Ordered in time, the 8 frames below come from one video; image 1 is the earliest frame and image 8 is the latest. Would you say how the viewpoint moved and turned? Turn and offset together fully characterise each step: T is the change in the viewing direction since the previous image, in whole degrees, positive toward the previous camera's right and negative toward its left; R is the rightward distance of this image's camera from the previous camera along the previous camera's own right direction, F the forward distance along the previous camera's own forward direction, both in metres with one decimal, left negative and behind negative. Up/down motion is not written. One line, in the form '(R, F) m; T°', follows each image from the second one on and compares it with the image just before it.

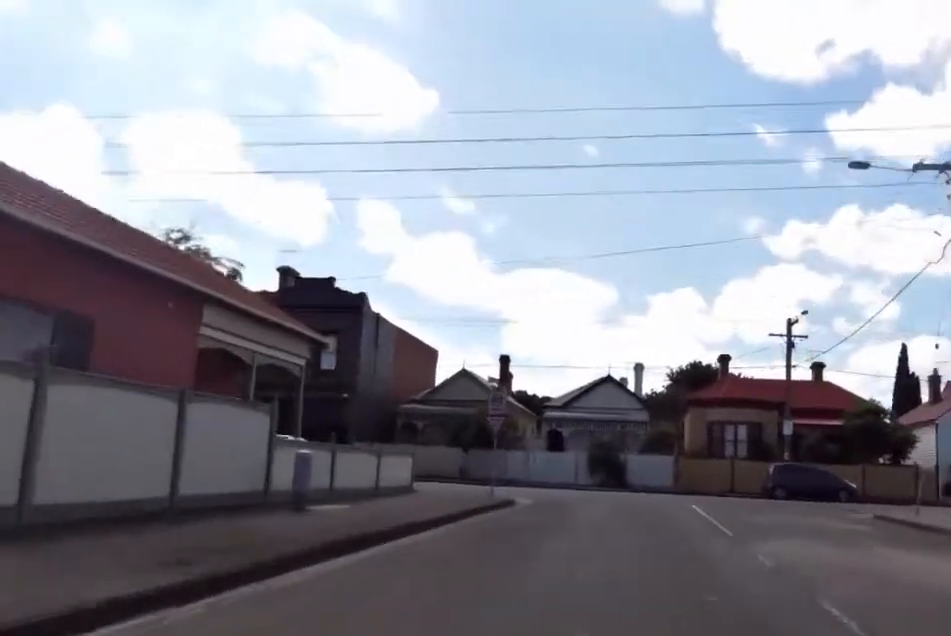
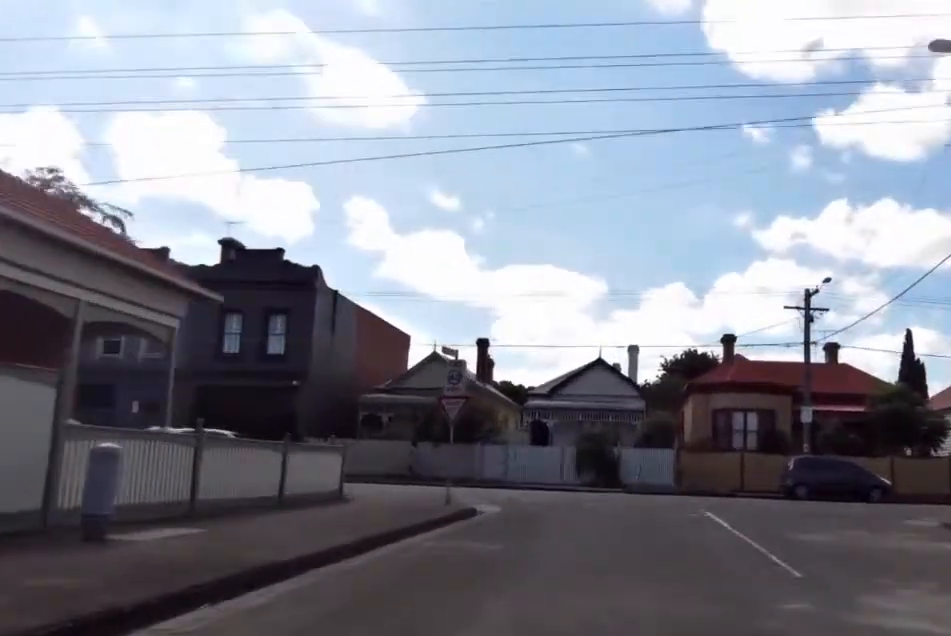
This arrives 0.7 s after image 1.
(-0.1, +4.5) m; -8°
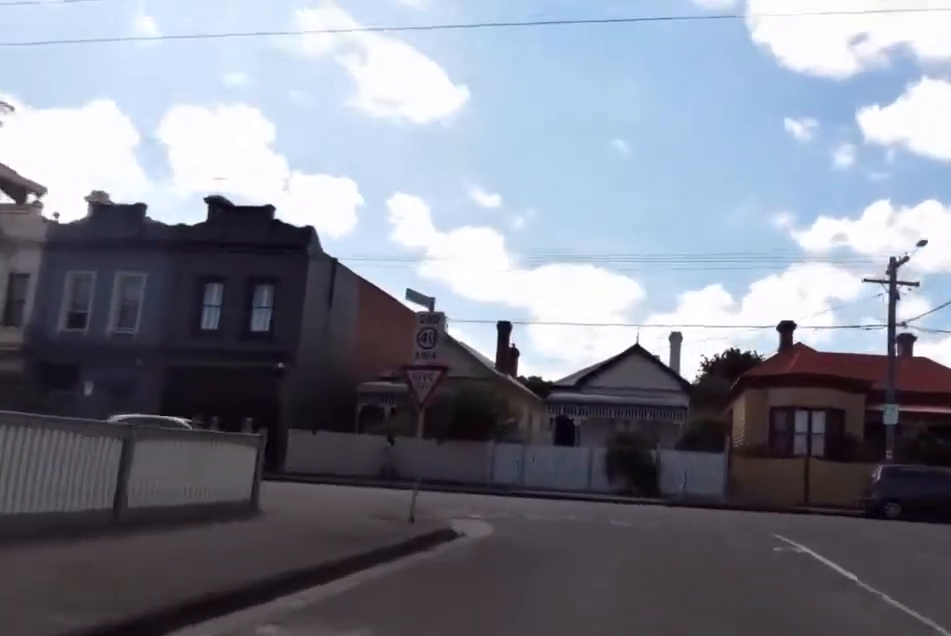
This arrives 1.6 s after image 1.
(-0.4, +4.9) m; -5°
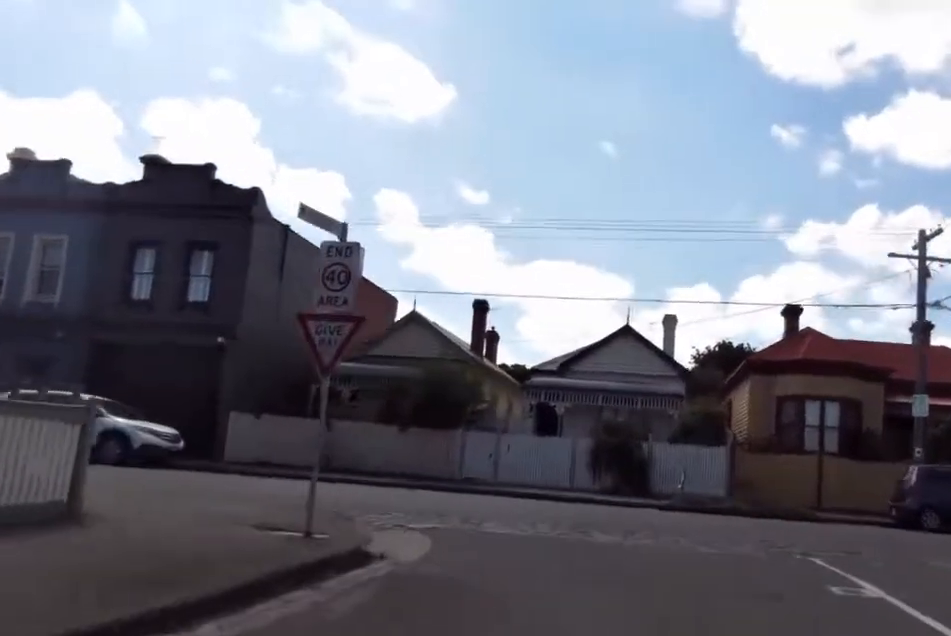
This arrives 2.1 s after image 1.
(-0.5, +3.1) m; -1°
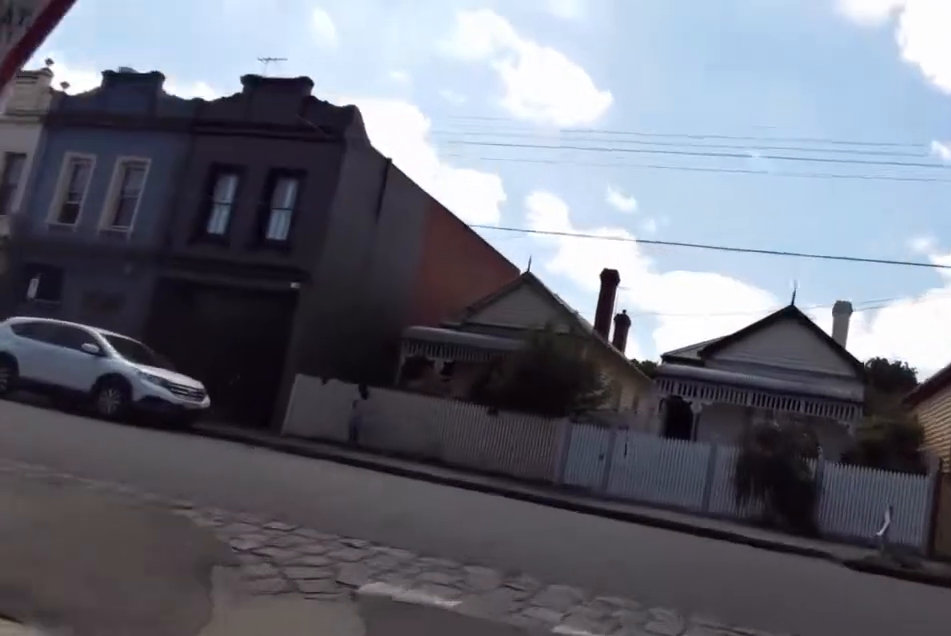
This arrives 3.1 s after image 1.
(+0.9, +5.4) m; -2°
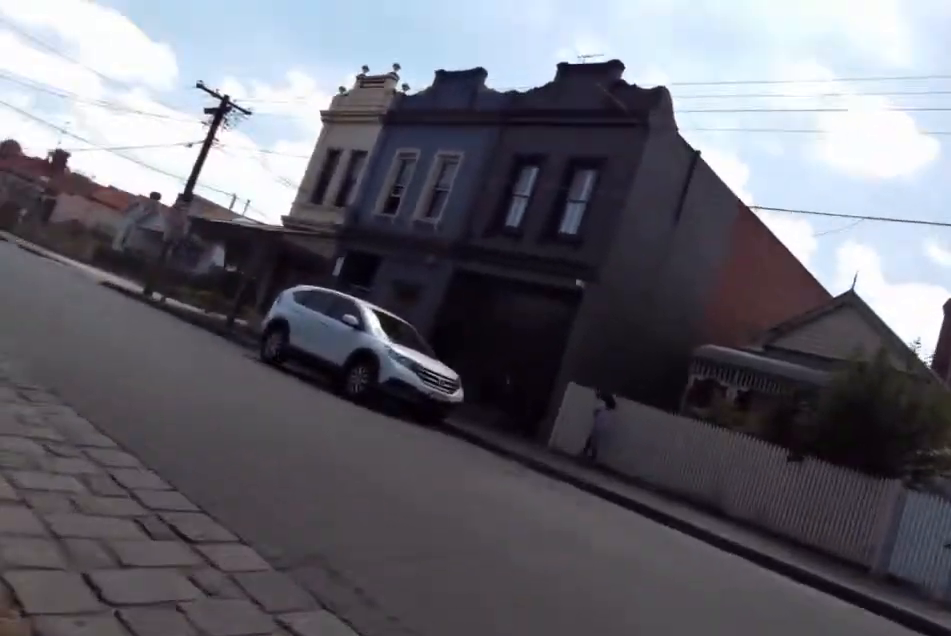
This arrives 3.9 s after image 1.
(-0.9, +3.5) m; -28°
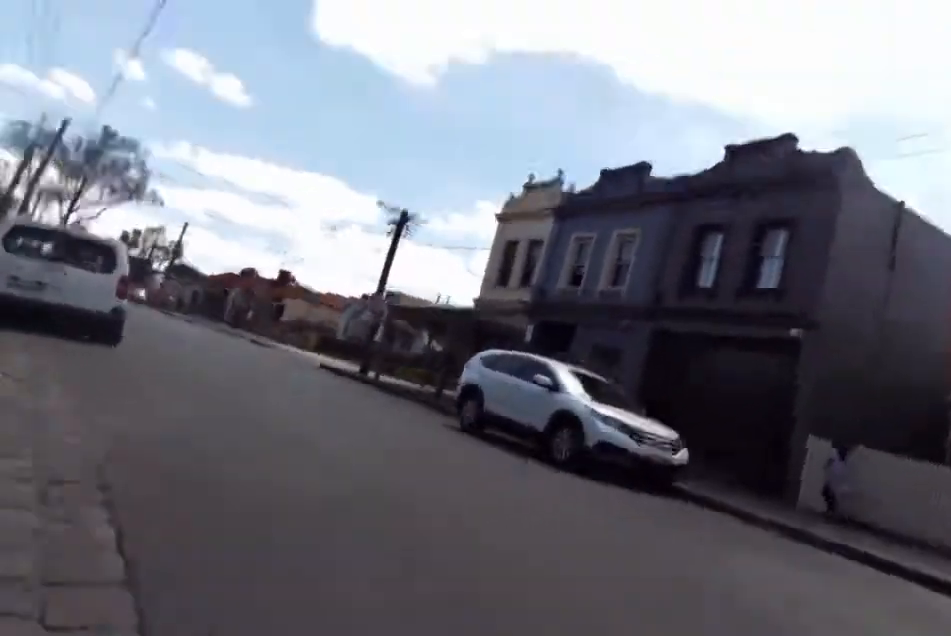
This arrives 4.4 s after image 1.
(-0.2, +1.6) m; -11°
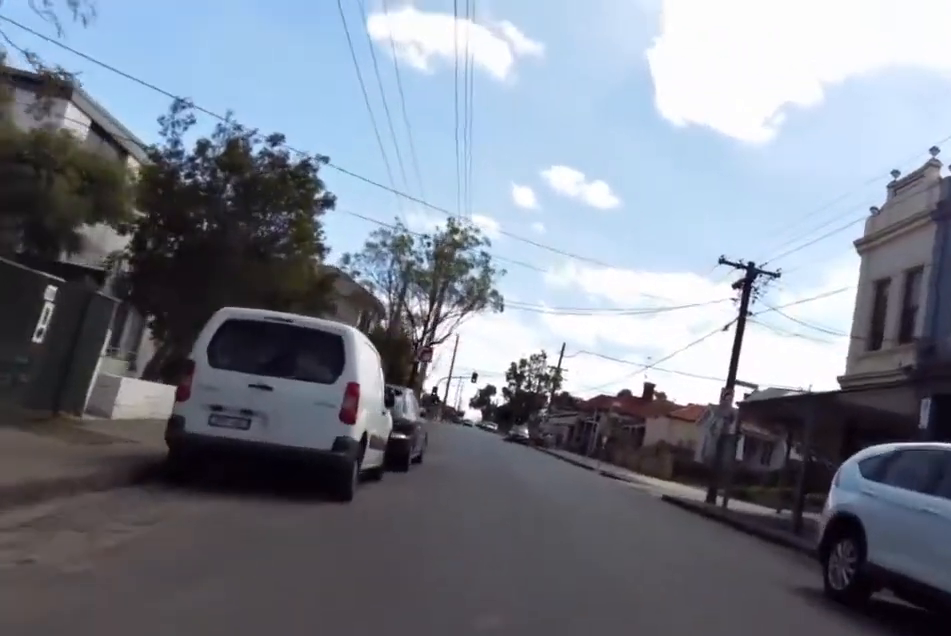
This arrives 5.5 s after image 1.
(-1.2, +4.2) m; -15°
